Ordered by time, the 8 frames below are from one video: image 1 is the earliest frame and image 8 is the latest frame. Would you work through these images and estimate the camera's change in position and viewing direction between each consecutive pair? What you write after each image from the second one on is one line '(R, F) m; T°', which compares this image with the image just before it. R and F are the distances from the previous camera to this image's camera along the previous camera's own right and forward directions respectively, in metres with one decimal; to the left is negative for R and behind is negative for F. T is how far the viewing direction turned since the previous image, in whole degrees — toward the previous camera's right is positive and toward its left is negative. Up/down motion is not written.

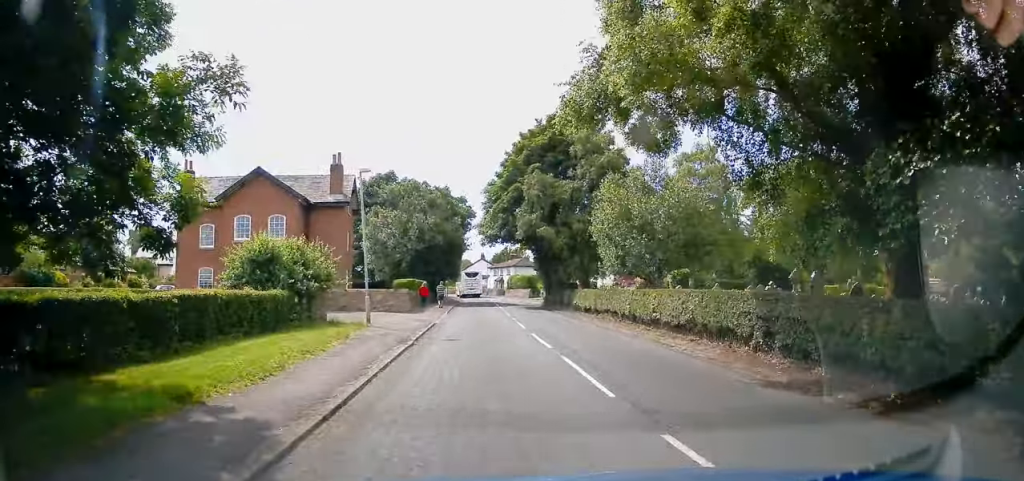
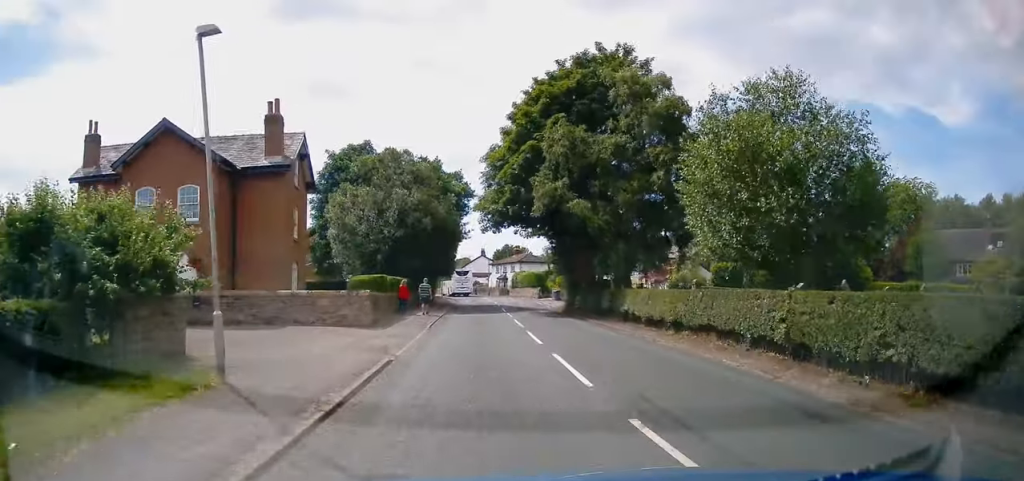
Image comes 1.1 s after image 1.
(-0.5, +11.9) m; -3°
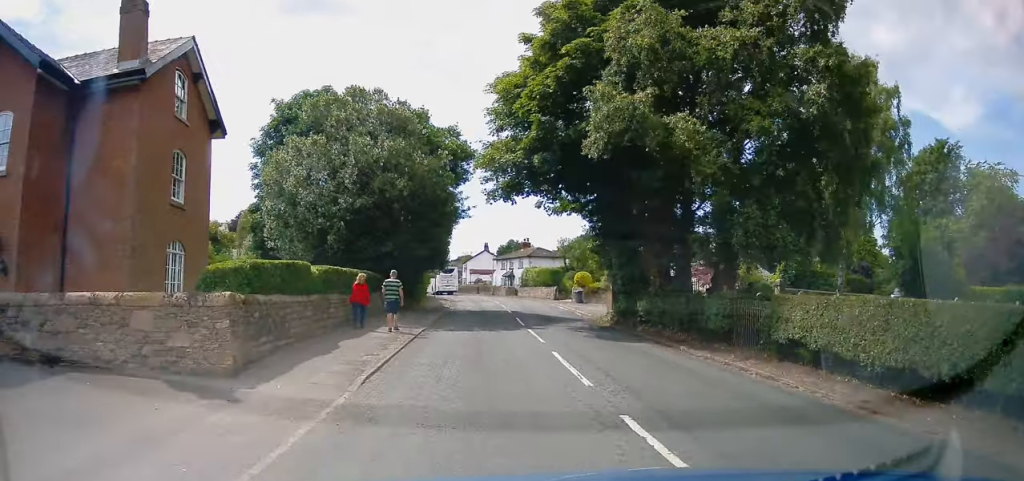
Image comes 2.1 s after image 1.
(-0.1, +12.1) m; +2°
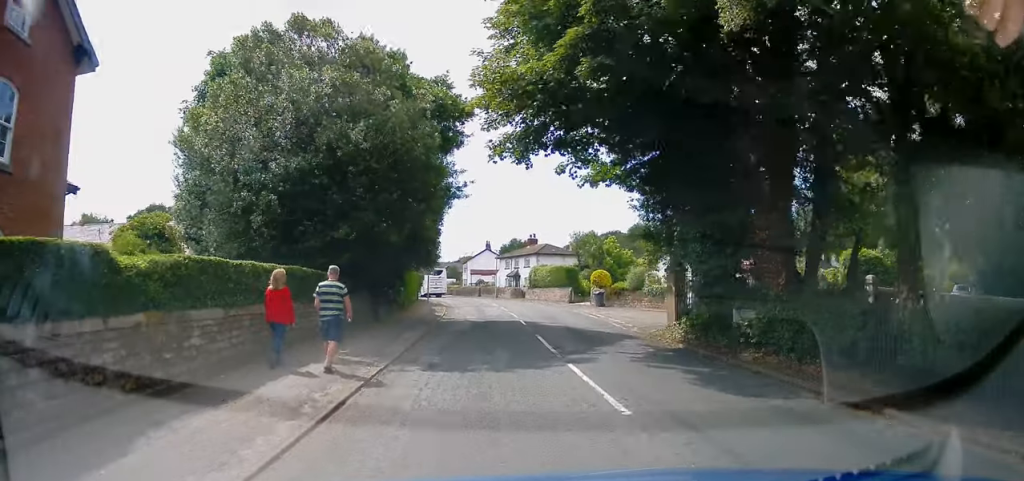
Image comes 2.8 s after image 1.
(+0.4, +8.1) m; 0°
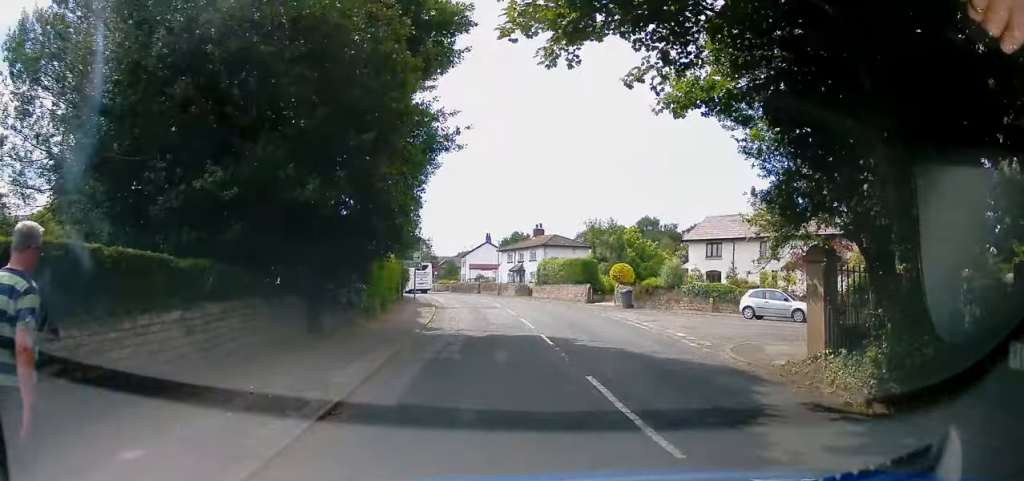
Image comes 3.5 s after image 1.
(0.0, +7.8) m; 0°
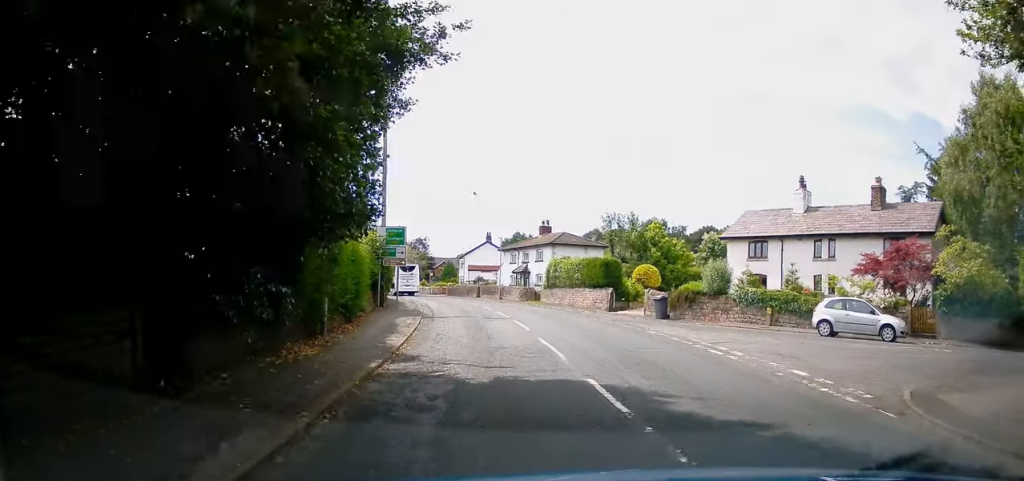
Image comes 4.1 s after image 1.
(-0.3, +6.4) m; 0°
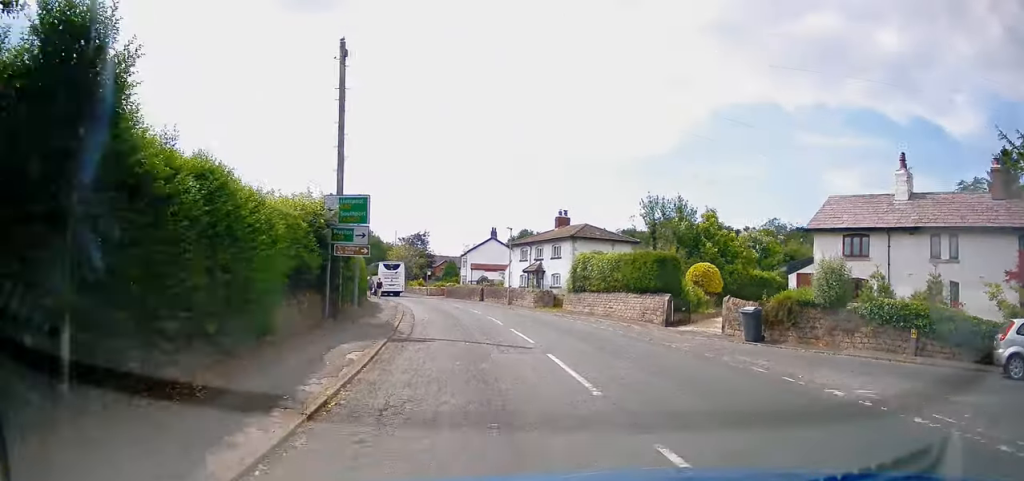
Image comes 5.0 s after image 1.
(+0.4, +9.2) m; 0°
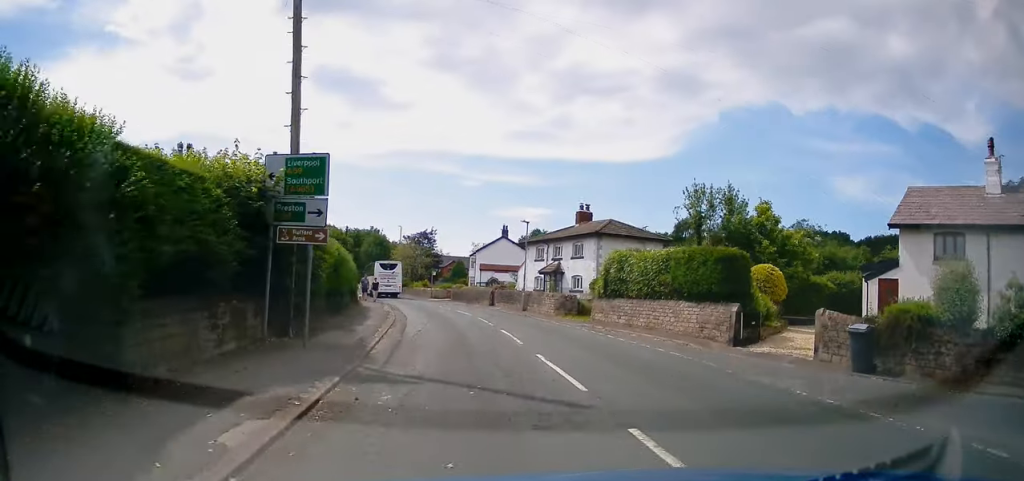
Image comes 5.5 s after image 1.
(-0.1, +5.4) m; -1°
